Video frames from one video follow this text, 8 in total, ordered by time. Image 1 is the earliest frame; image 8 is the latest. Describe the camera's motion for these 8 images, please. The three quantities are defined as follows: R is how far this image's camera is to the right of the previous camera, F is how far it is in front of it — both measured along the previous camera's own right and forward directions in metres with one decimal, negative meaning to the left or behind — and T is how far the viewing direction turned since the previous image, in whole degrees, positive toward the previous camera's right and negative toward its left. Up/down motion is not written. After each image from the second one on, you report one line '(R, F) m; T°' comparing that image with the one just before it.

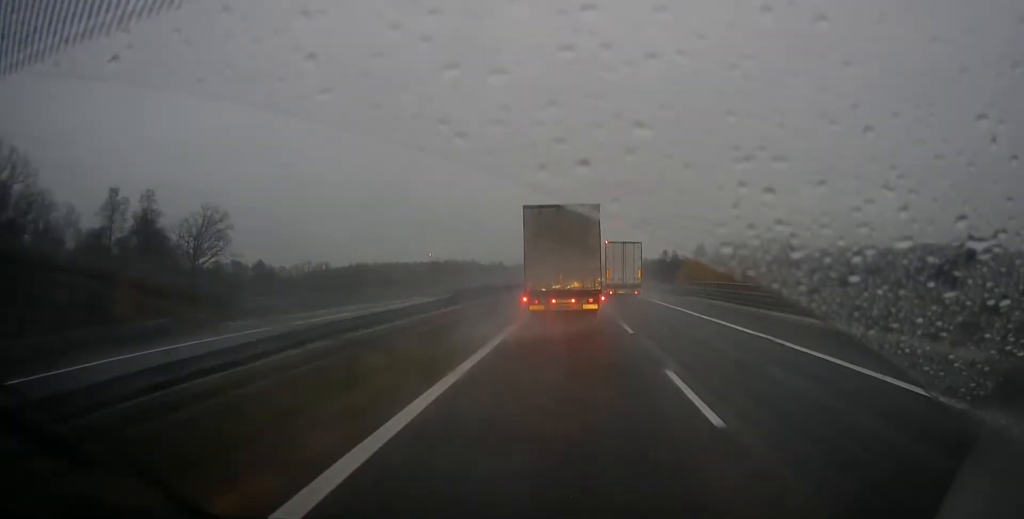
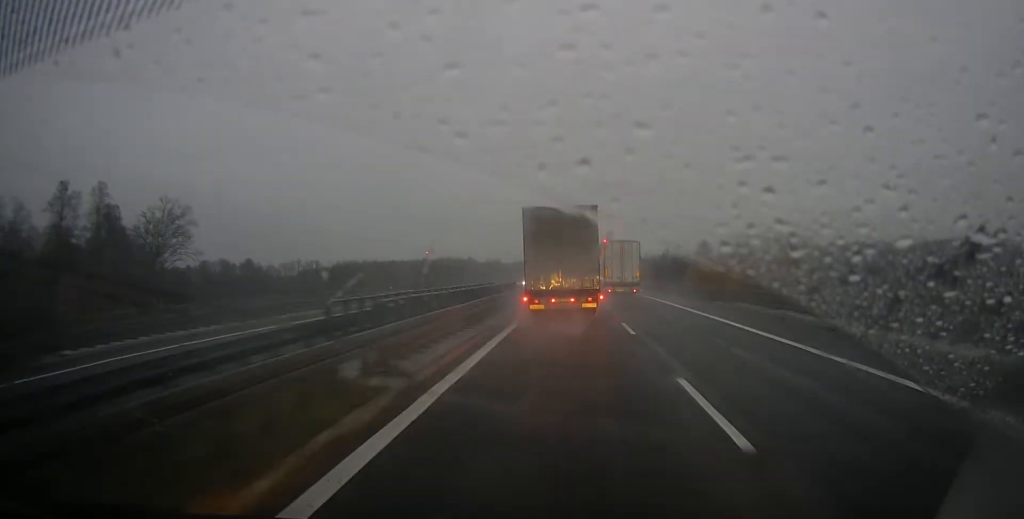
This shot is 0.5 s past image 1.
(0.0, +12.6) m; 0°
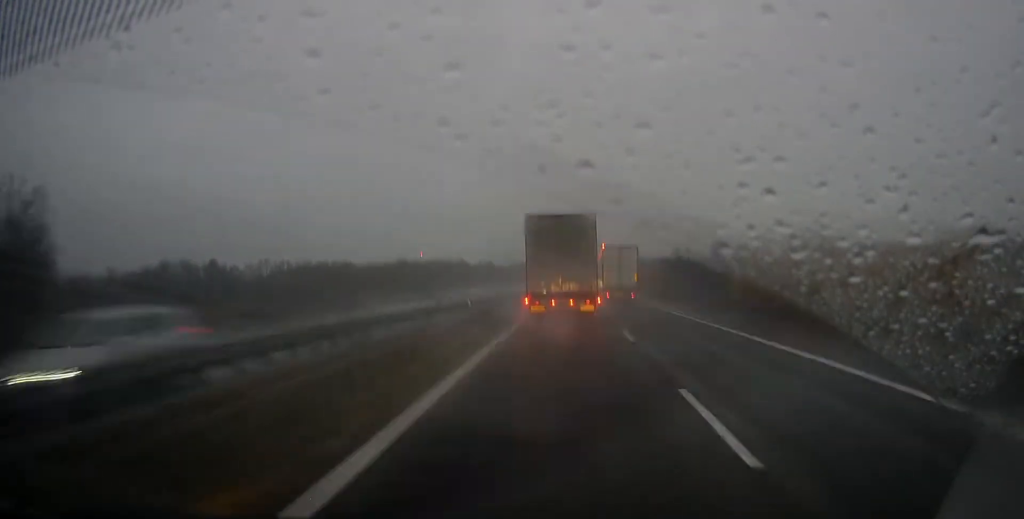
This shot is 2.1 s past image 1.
(0.0, +36.6) m; 0°
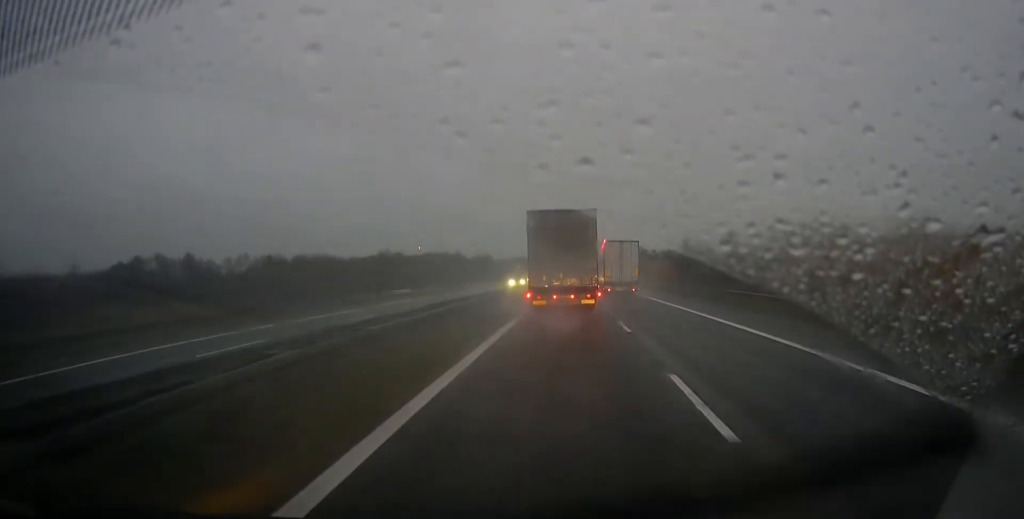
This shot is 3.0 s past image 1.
(0.0, +22.6) m; 0°
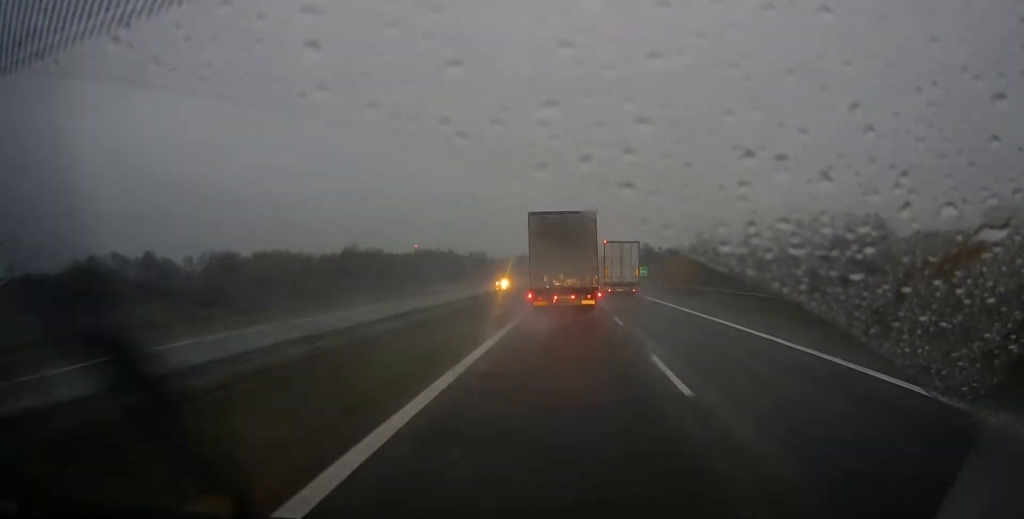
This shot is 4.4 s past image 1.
(0.0, +33.2) m; 0°
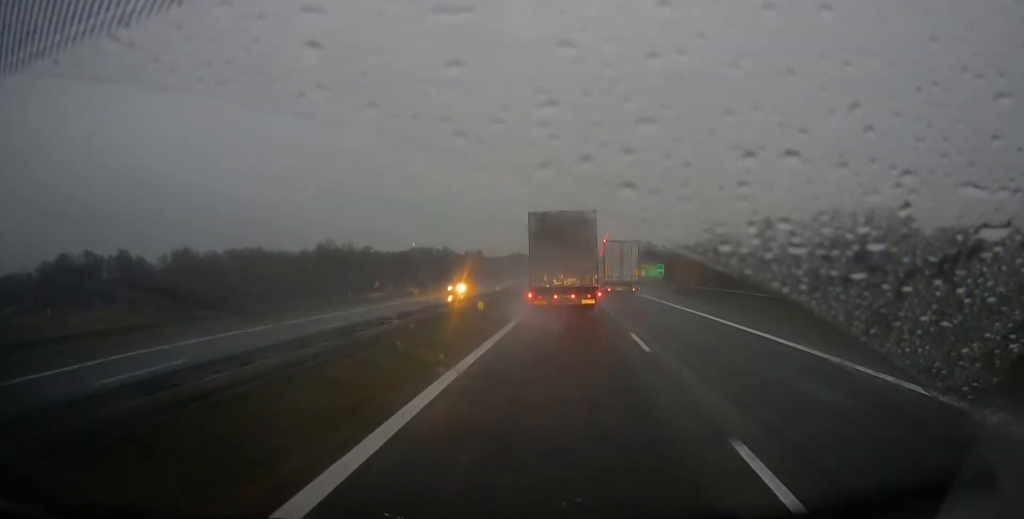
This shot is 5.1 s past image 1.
(0.0, +18.8) m; 0°
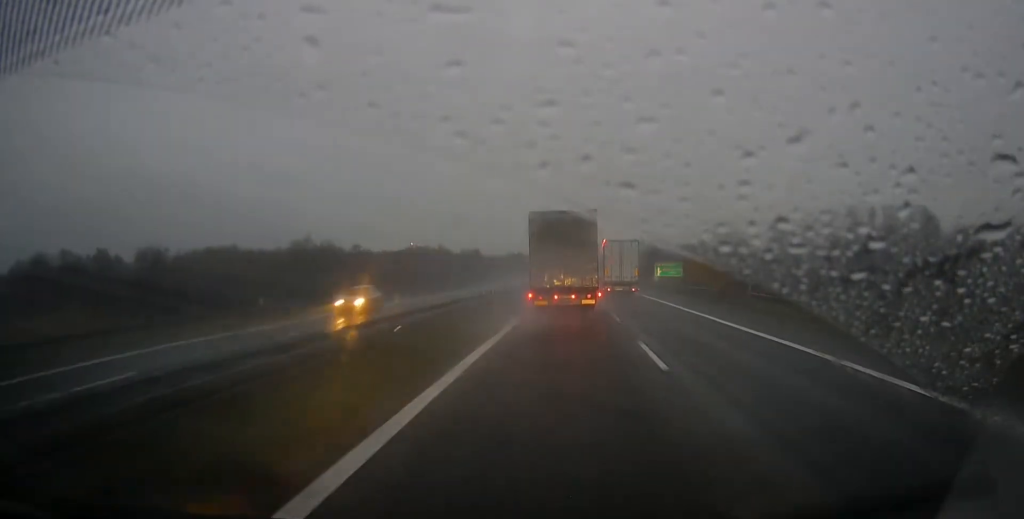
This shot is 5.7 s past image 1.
(0.0, +14.0) m; 0°
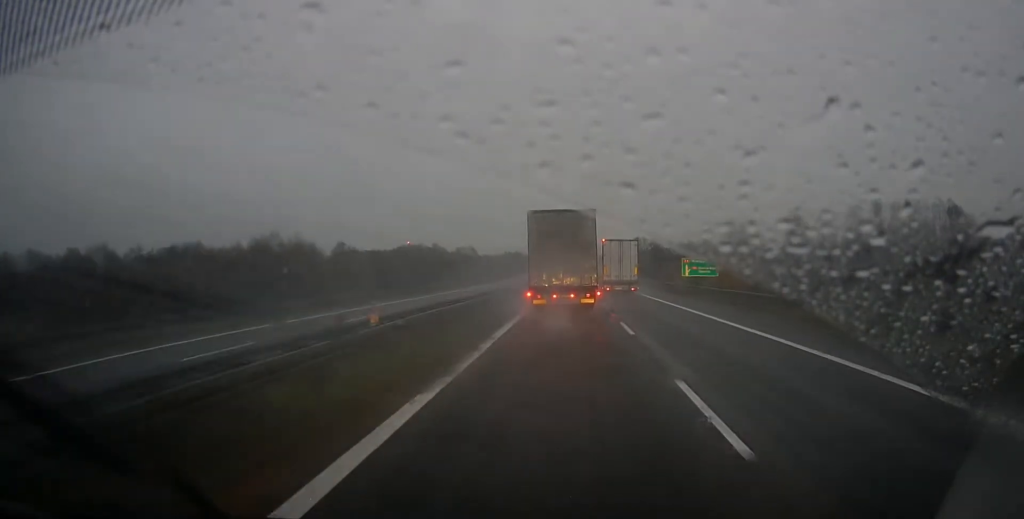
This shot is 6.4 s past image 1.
(0.0, +17.5) m; 0°
